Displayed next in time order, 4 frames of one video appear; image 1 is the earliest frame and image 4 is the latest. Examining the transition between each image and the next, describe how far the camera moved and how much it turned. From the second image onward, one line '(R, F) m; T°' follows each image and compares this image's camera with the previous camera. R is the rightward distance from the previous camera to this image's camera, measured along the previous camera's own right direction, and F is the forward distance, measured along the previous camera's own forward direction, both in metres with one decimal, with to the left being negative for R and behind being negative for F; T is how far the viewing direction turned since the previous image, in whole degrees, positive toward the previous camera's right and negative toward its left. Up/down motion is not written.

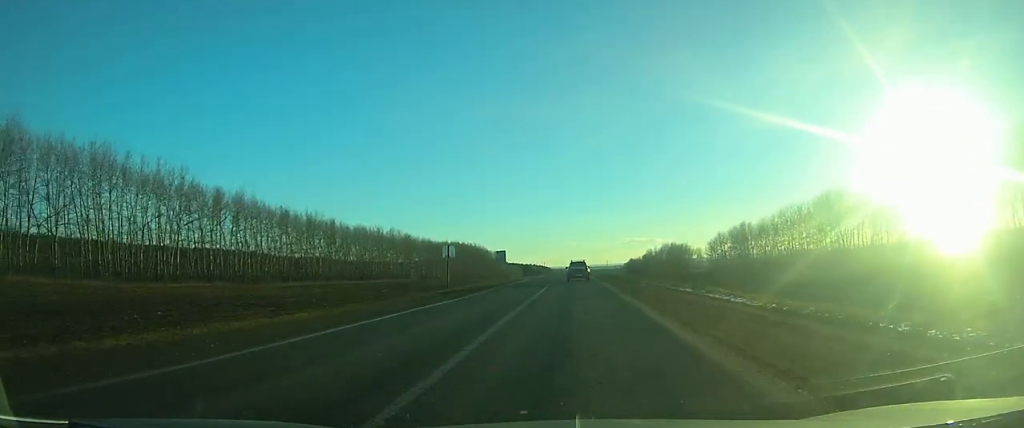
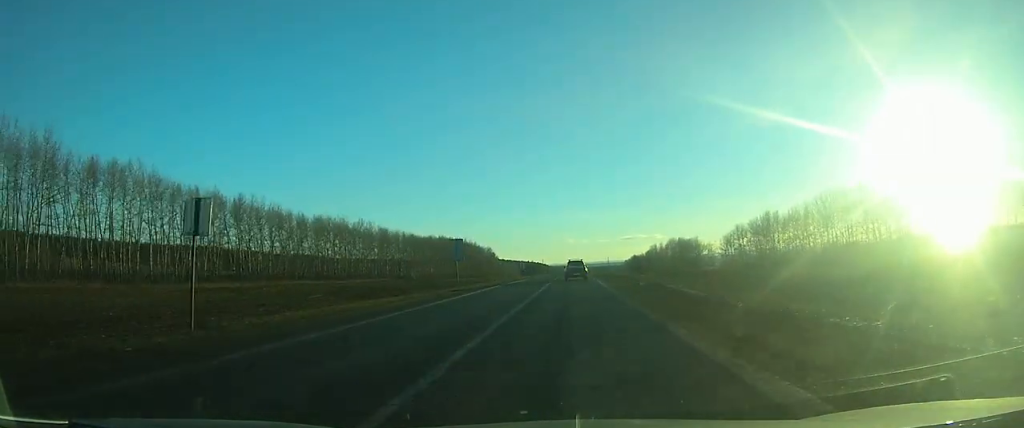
(0.0, +26.1) m; 0°
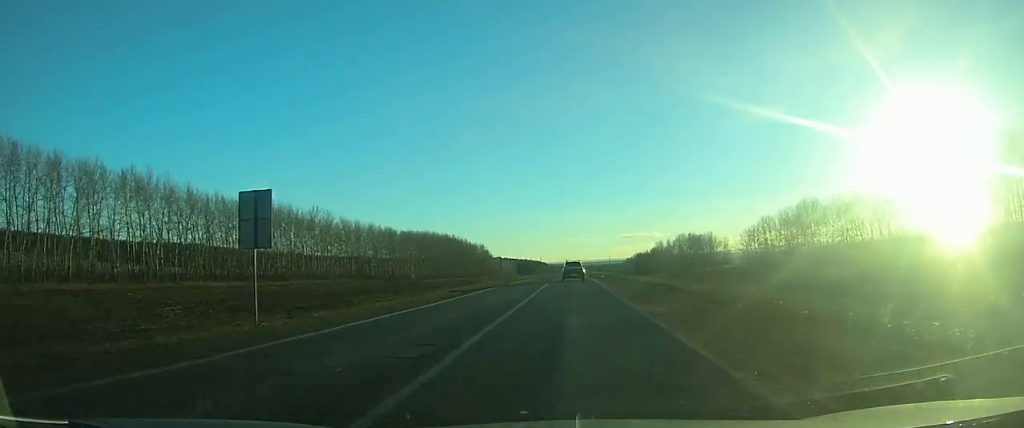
(0.0, +28.0) m; 0°
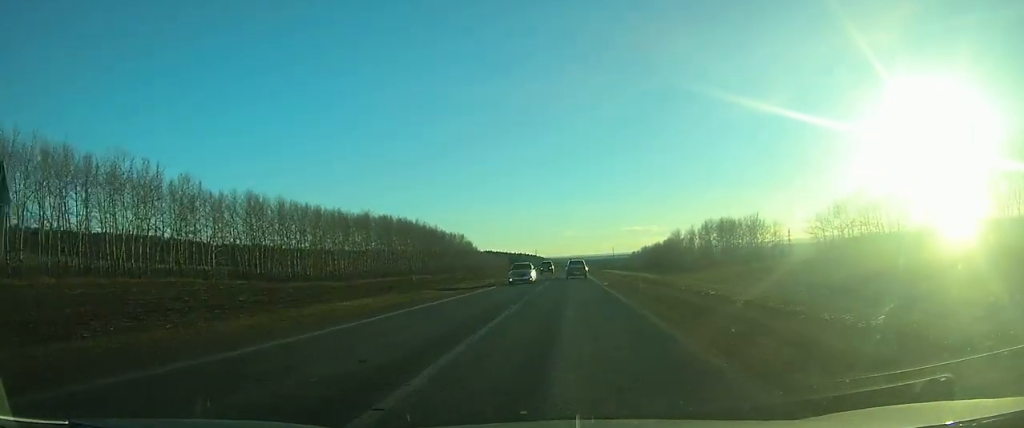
(+0.5, +63.1) m; +1°
